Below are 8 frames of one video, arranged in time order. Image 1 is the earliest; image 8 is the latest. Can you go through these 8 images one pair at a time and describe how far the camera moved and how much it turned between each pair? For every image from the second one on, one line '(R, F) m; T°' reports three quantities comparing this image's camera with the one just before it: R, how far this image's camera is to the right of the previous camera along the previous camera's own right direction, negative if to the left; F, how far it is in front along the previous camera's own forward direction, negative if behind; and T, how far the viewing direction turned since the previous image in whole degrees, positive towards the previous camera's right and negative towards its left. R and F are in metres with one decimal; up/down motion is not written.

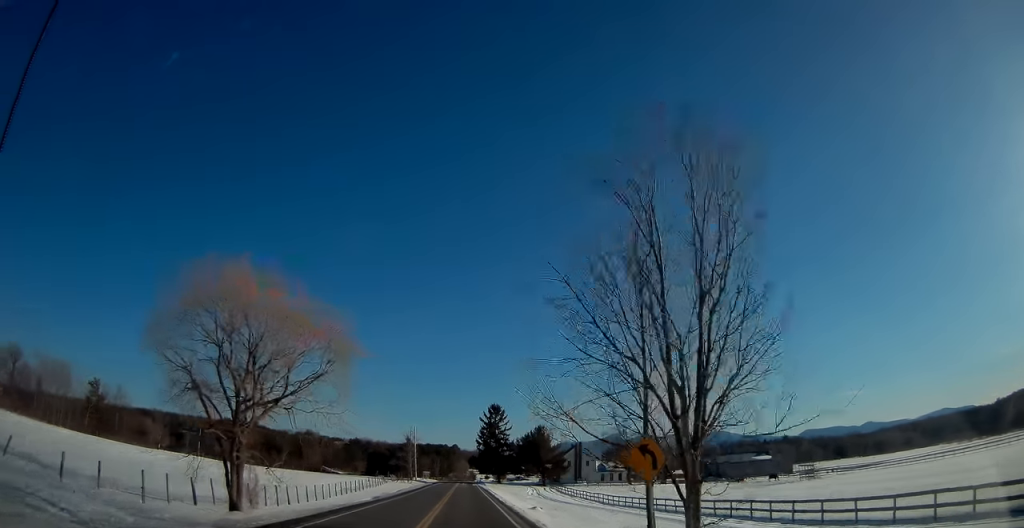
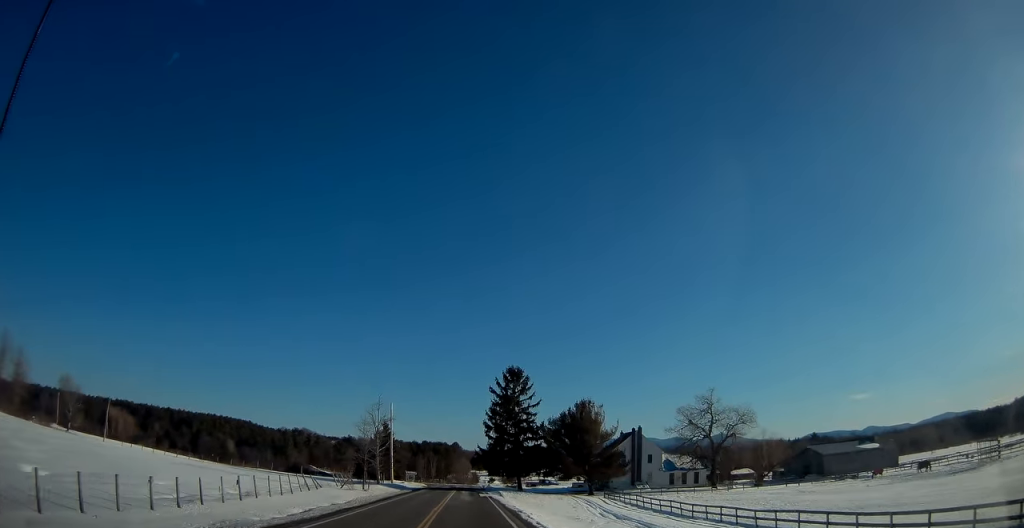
(-0.1, +42.6) m; 0°
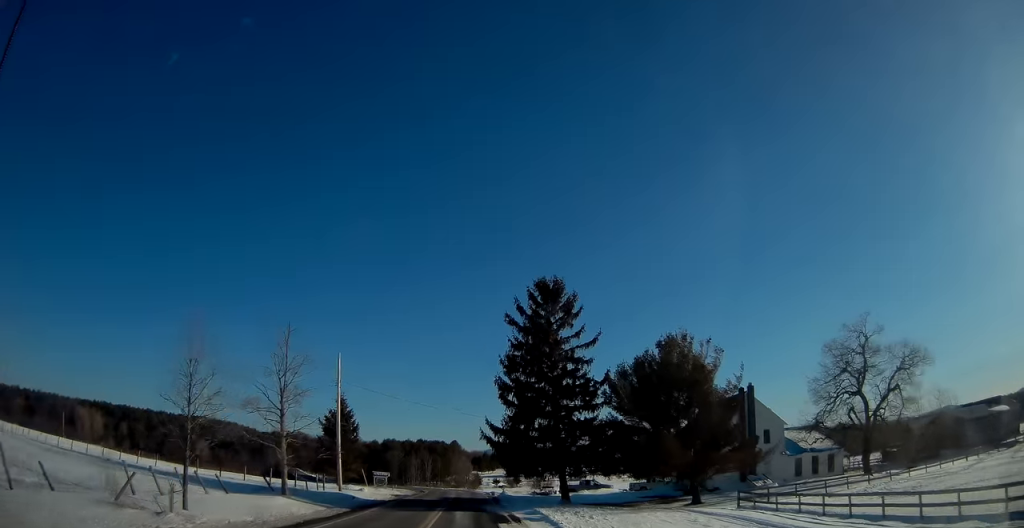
(-0.1, +34.5) m; 0°
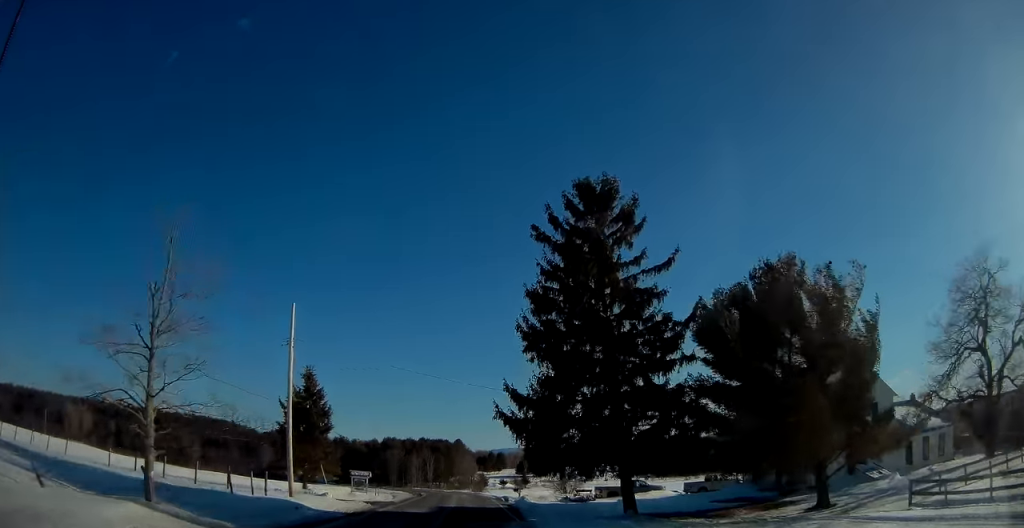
(0.0, +15.2) m; 0°
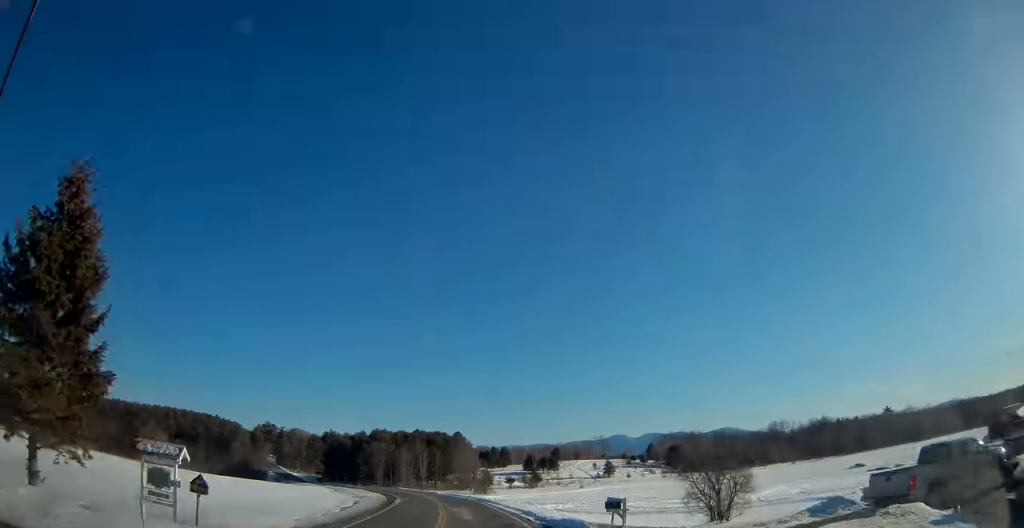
(0.0, +34.0) m; -1°
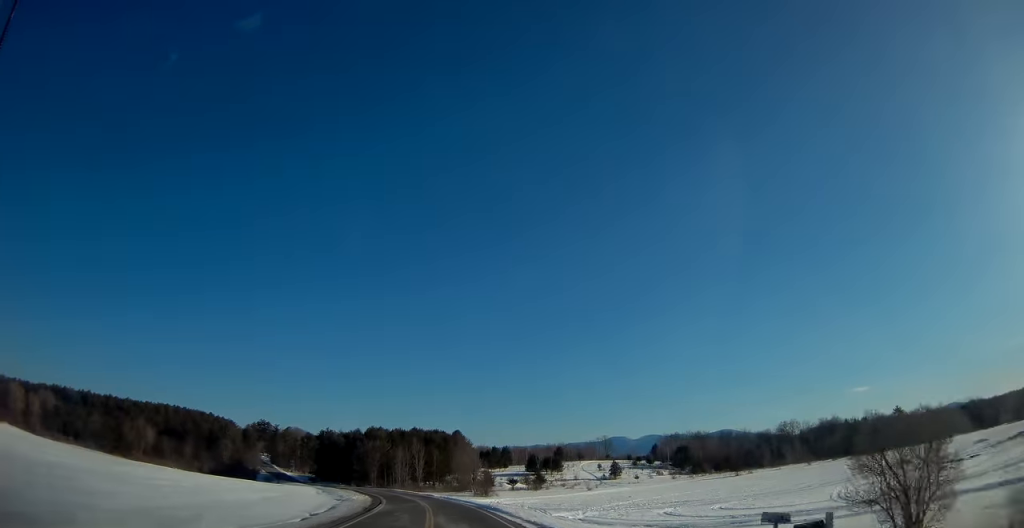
(+0.1, +10.9) m; -1°
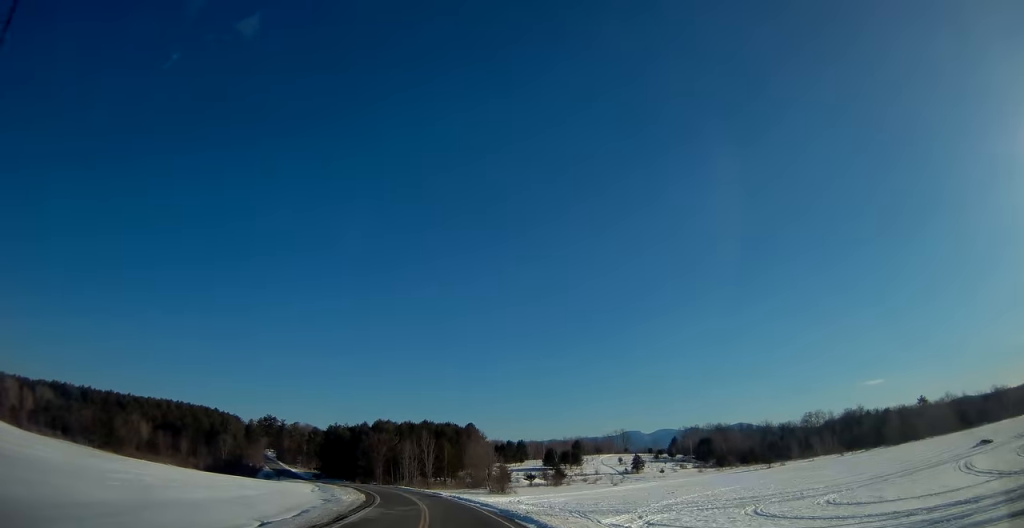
(-0.1, +13.3) m; -1°
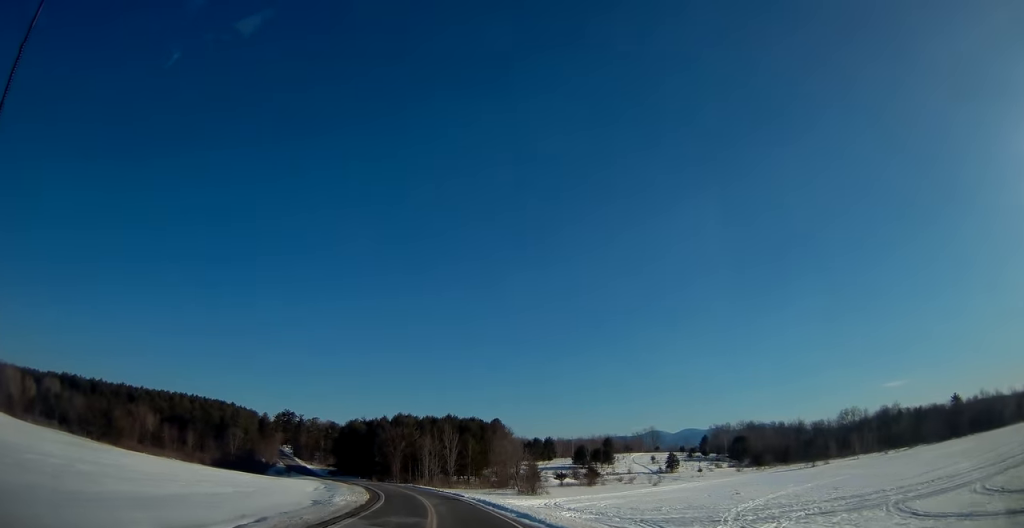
(-0.2, +12.5) m; -2°
